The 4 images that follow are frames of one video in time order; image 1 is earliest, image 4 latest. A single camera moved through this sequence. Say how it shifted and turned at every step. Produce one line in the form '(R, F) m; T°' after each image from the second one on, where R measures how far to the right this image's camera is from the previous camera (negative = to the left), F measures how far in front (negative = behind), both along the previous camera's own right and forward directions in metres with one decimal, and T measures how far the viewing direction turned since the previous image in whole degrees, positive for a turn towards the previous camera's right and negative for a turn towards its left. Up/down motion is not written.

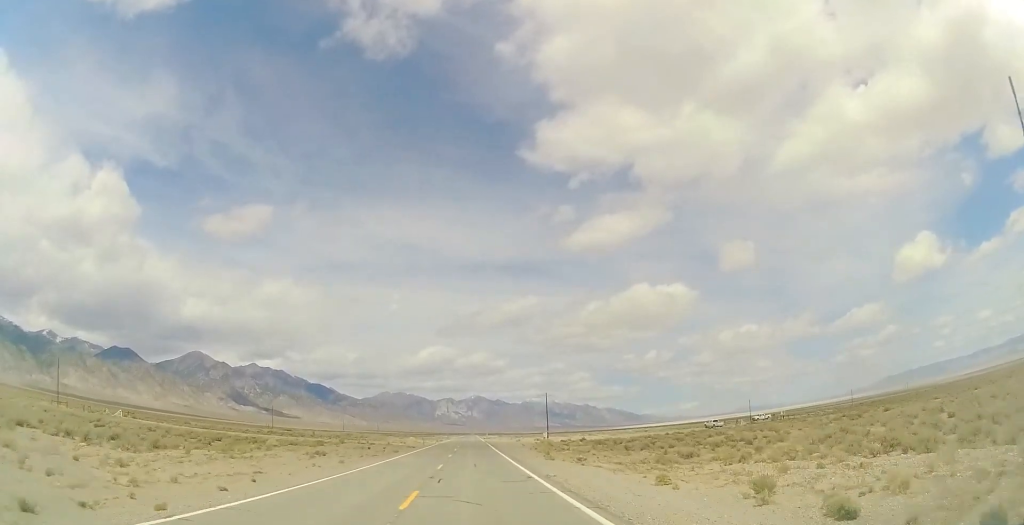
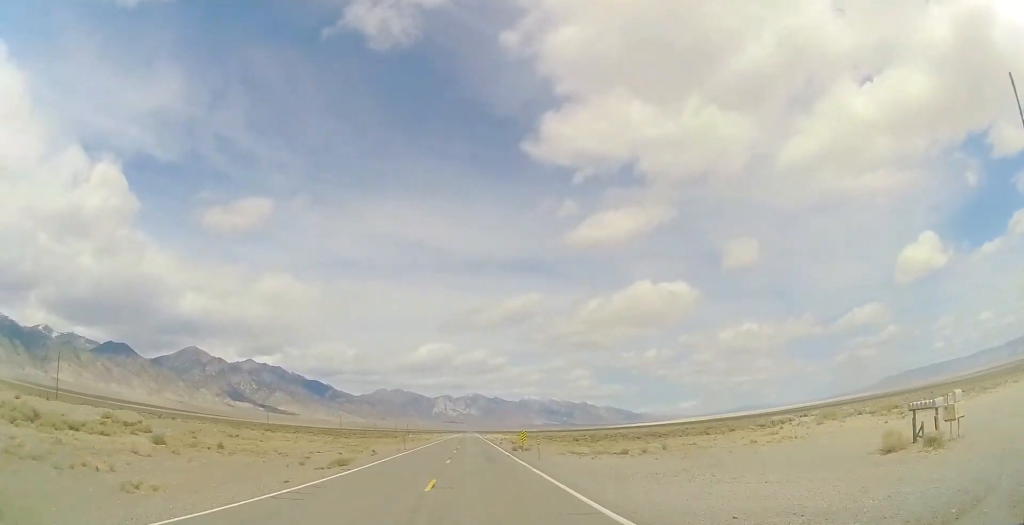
(+1.9, +94.6) m; +1°
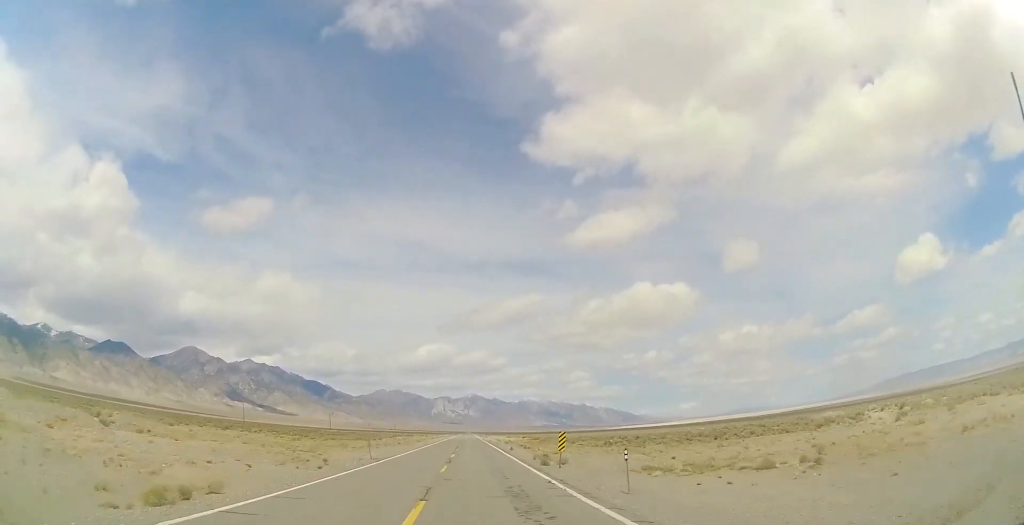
(-0.2, +17.2) m; 0°
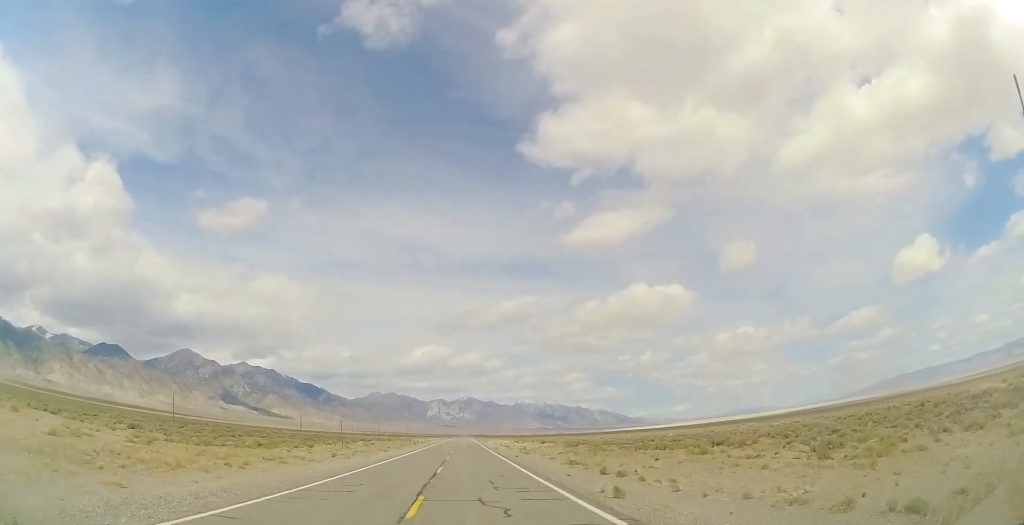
(-0.1, +35.2) m; 0°
